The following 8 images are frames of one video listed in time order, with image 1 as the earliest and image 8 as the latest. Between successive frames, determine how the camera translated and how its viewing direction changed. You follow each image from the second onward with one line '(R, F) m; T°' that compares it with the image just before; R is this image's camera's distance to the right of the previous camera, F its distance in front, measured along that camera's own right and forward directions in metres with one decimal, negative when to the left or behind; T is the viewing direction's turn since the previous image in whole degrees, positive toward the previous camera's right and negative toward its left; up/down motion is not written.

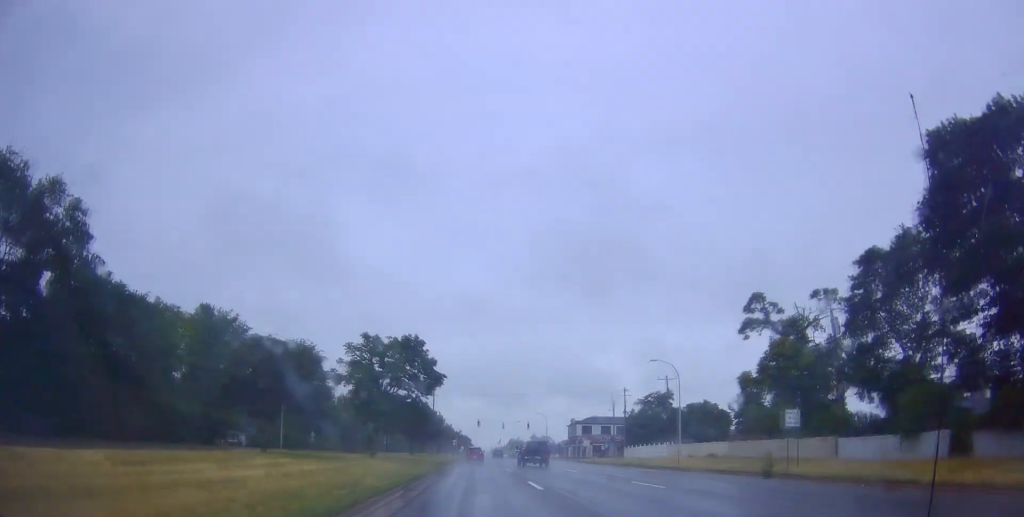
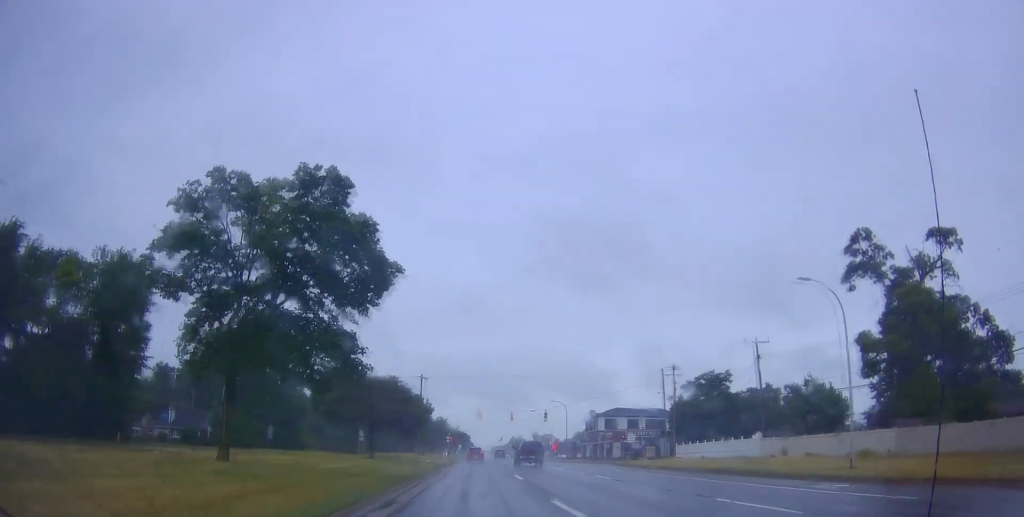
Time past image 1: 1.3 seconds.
(-0.3, +24.9) m; +1°
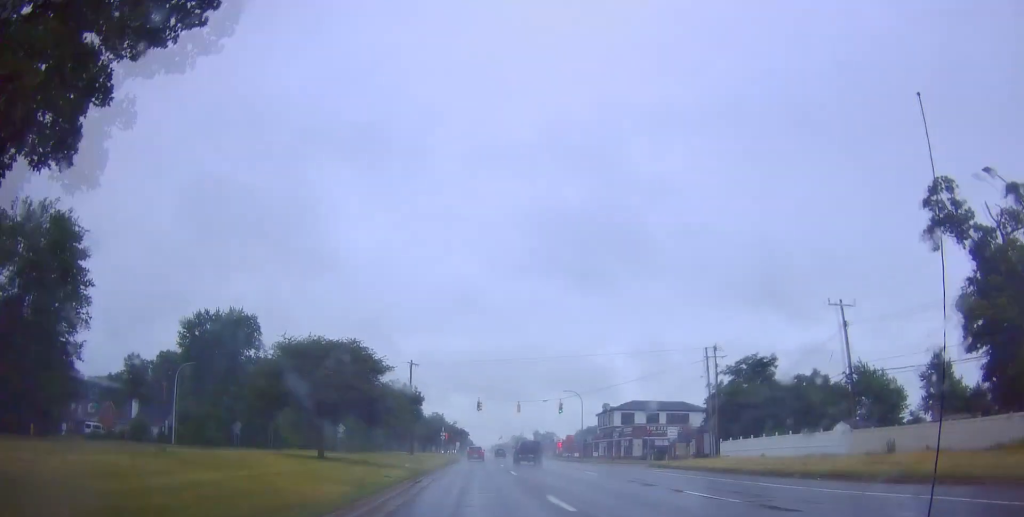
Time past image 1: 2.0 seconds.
(+0.3, +13.3) m; +1°
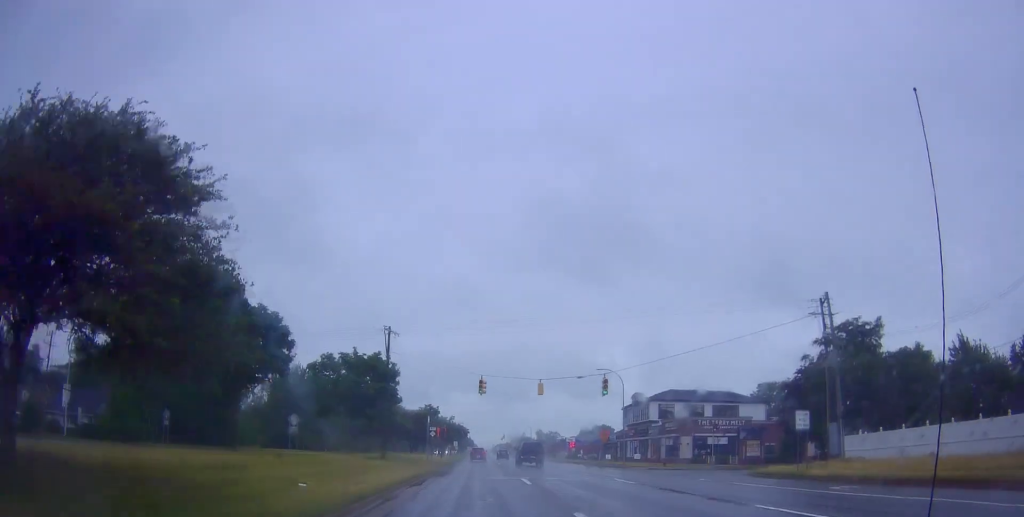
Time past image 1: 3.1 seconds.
(+0.2, +20.2) m; +1°
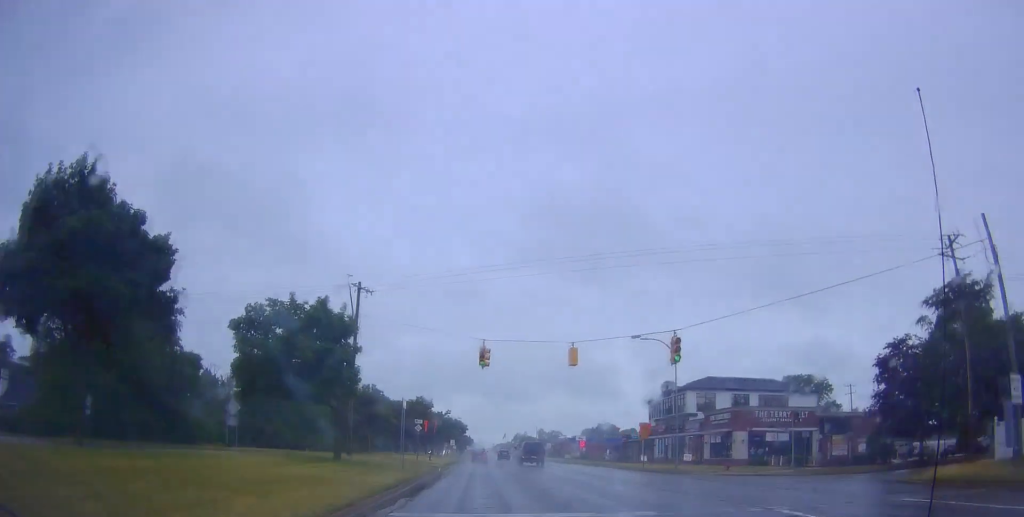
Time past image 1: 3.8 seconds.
(0.0, +14.6) m; -1°
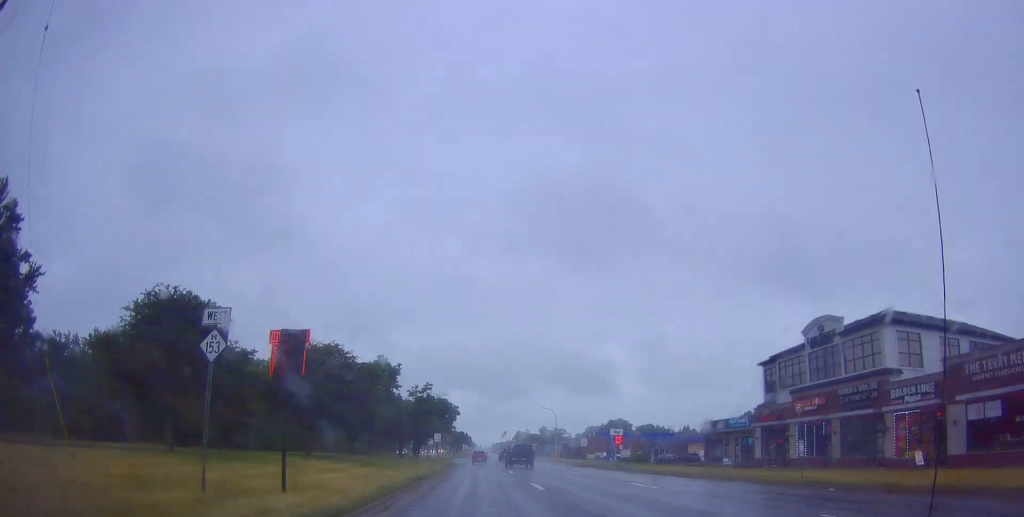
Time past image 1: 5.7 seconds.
(-0.6, +35.7) m; 0°
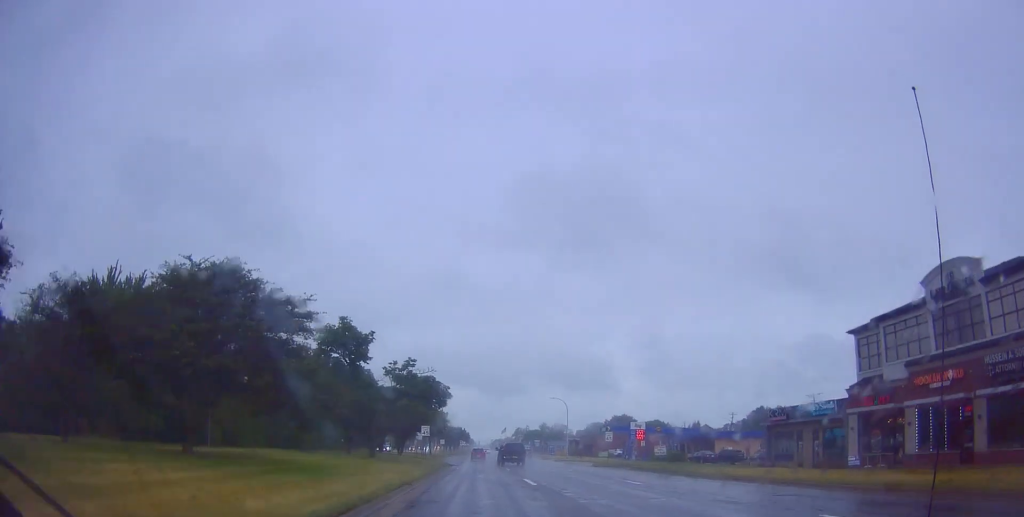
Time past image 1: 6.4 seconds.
(+0.2, +14.0) m; +1°
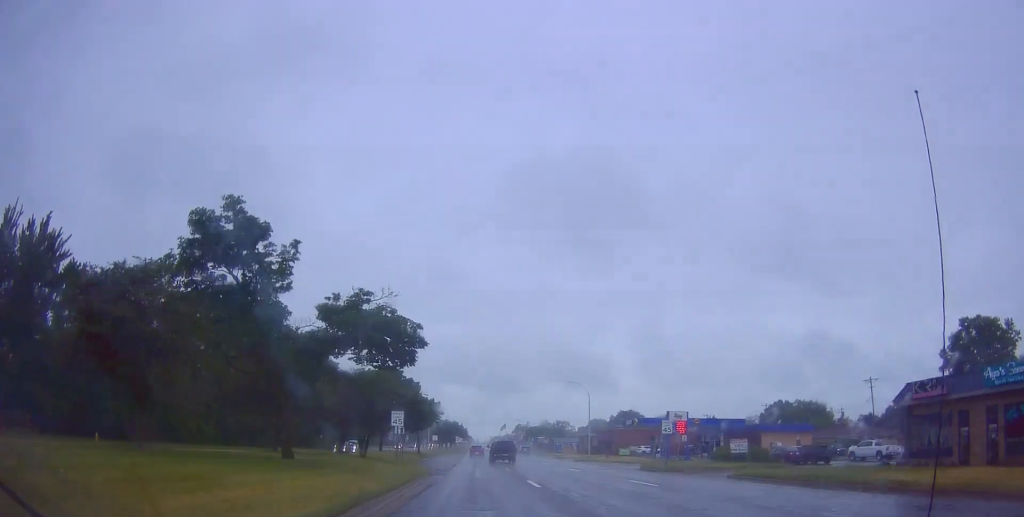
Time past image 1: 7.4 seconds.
(0.0, +17.8) m; -1°
